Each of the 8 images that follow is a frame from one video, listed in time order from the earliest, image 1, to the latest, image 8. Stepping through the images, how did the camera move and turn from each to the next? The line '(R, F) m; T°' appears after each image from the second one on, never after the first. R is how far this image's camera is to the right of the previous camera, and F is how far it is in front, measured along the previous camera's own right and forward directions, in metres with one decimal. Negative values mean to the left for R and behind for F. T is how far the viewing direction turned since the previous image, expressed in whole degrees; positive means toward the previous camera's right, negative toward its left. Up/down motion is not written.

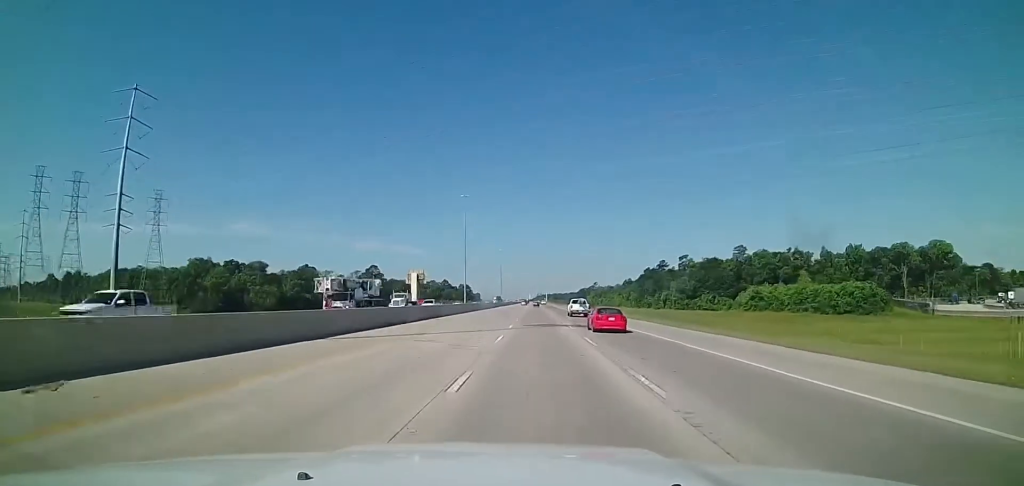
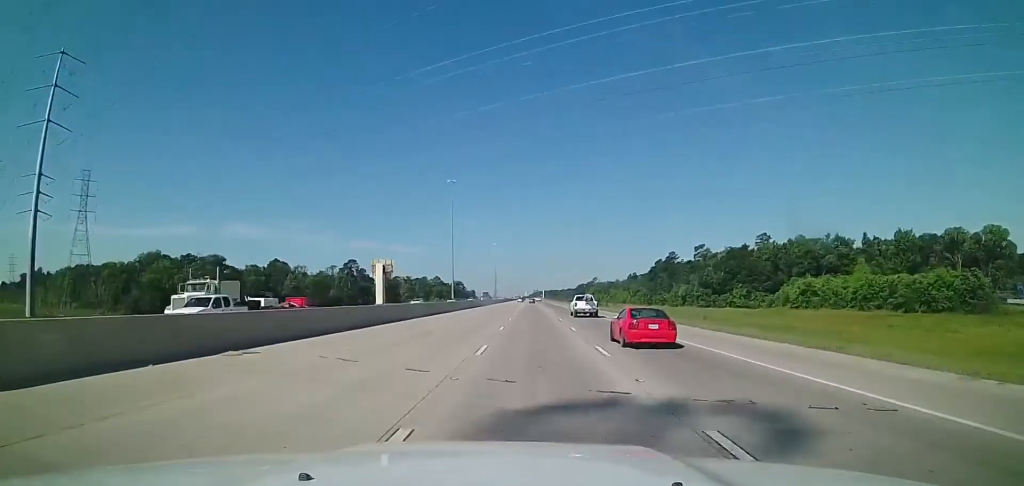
(-0.2, +30.0) m; 0°
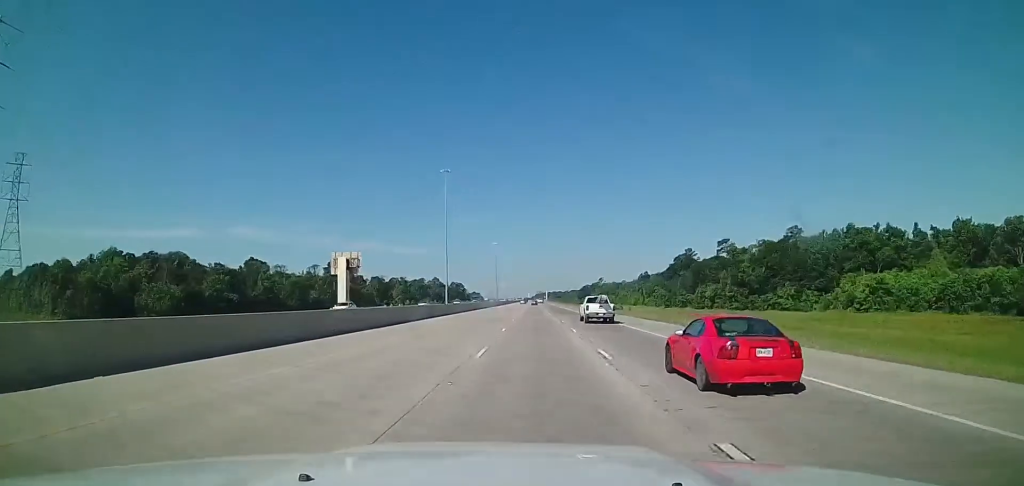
(0.0, +24.9) m; 0°
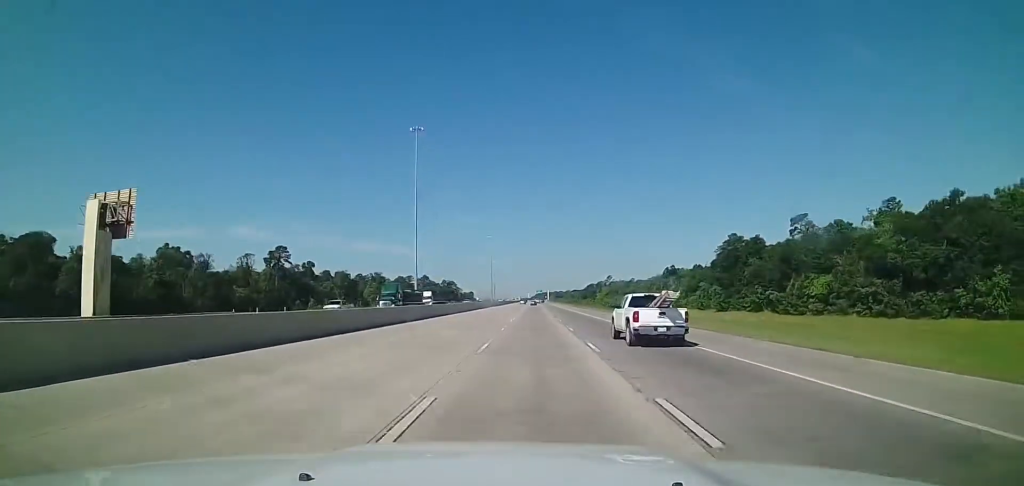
(+0.8, +57.5) m; +1°
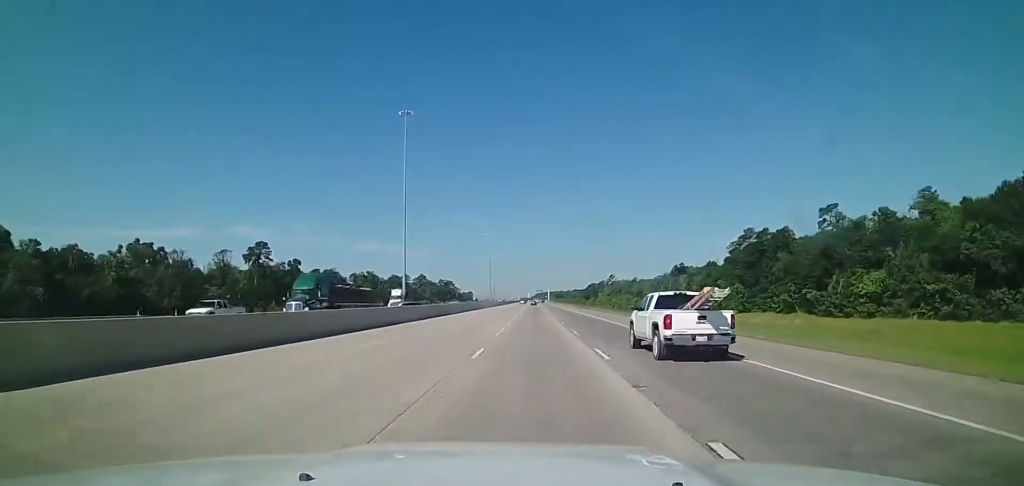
(-0.2, +15.0) m; 0°
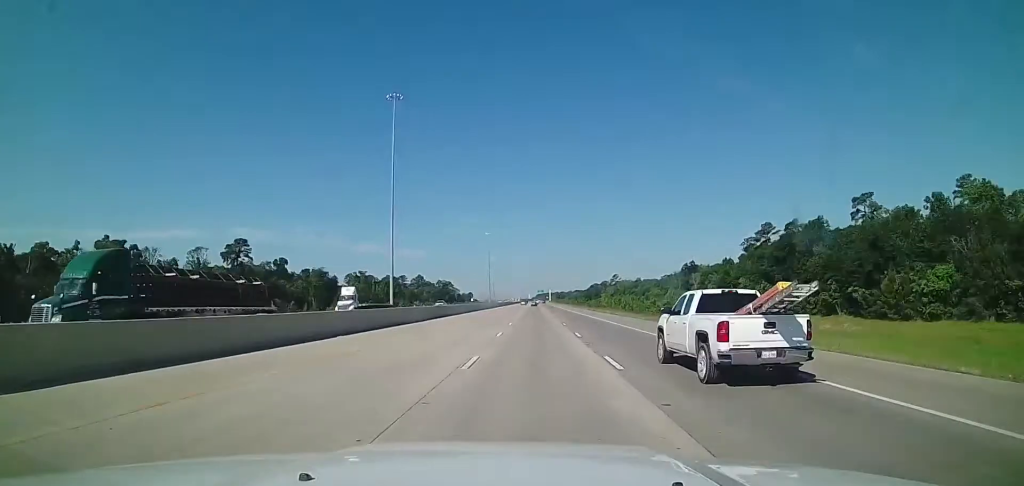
(-0.1, +14.0) m; 0°
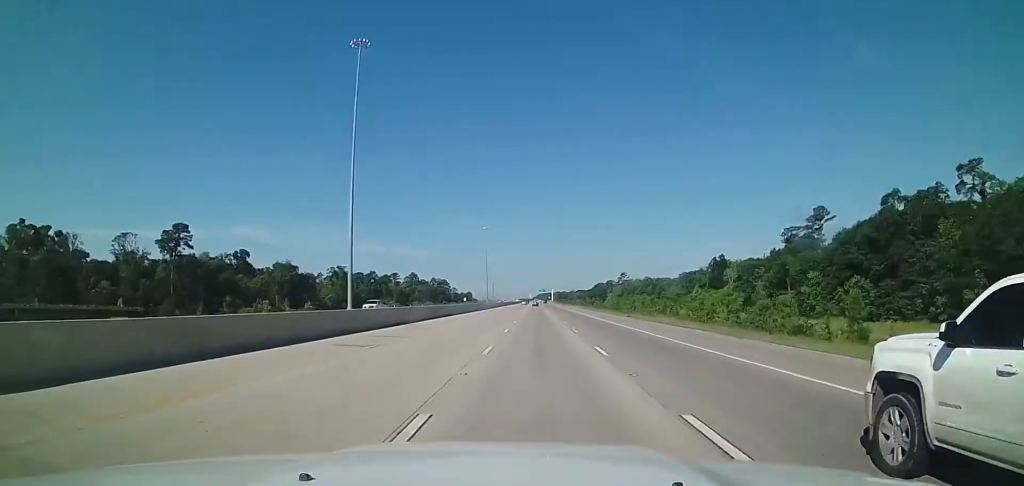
(0.0, +32.2) m; 0°
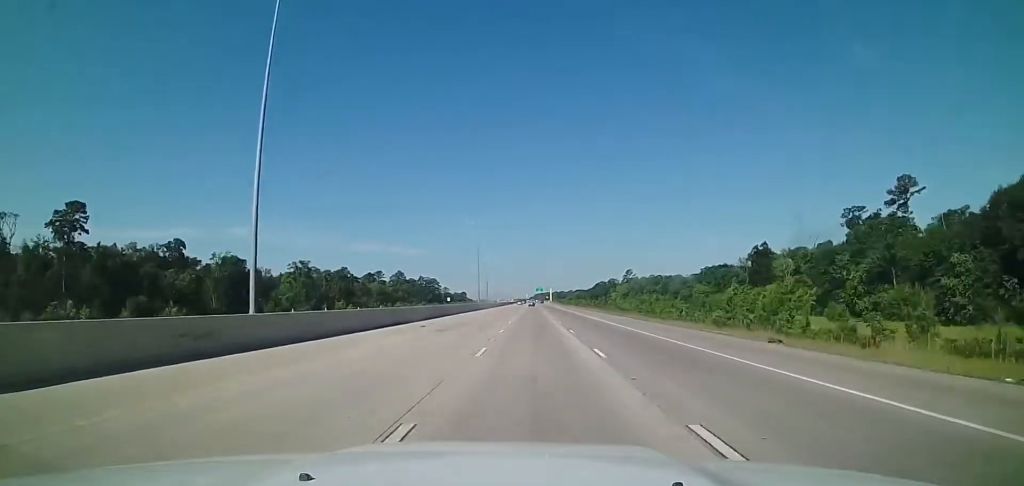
(-0.3, +36.4) m; 0°
